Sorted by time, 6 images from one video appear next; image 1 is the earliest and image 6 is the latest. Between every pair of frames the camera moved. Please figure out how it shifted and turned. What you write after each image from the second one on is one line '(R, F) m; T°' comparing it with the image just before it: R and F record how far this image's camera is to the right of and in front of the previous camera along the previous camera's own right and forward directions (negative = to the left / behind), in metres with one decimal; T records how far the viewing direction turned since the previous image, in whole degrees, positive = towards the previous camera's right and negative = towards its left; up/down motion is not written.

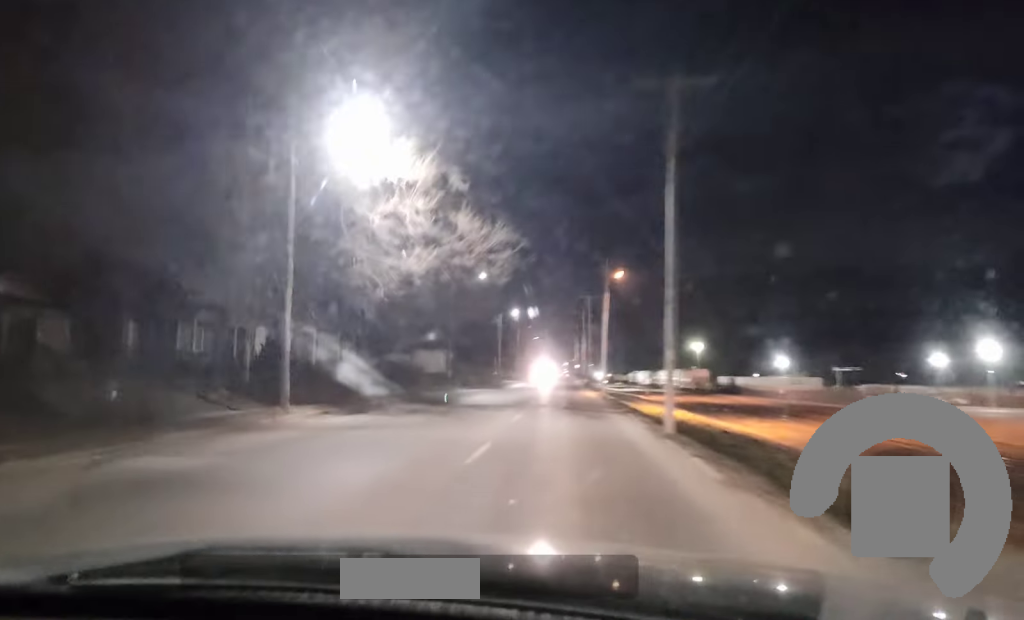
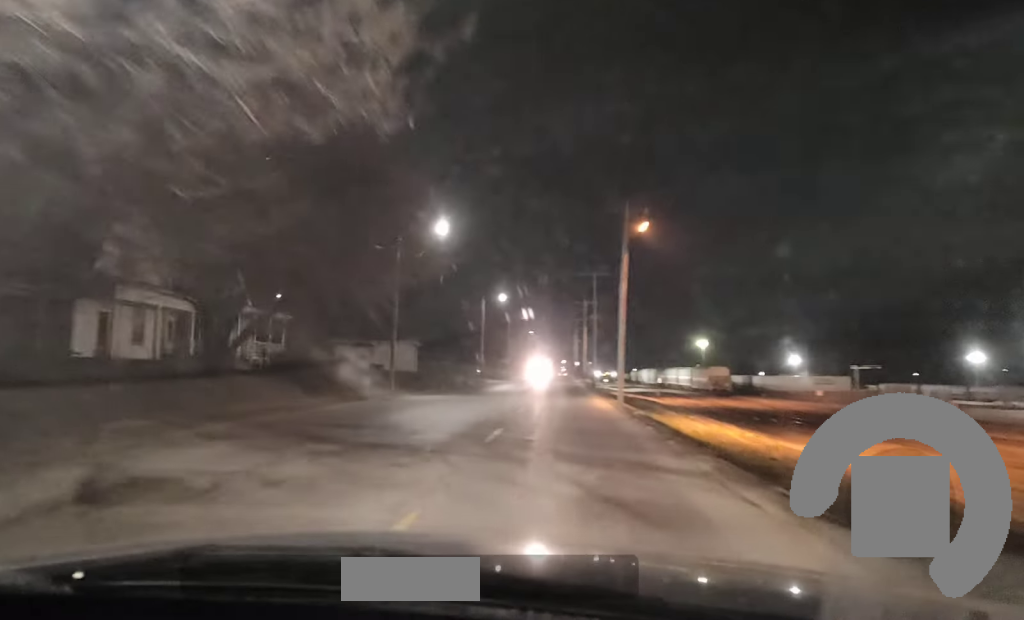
(-0.2, +21.0) m; -1°
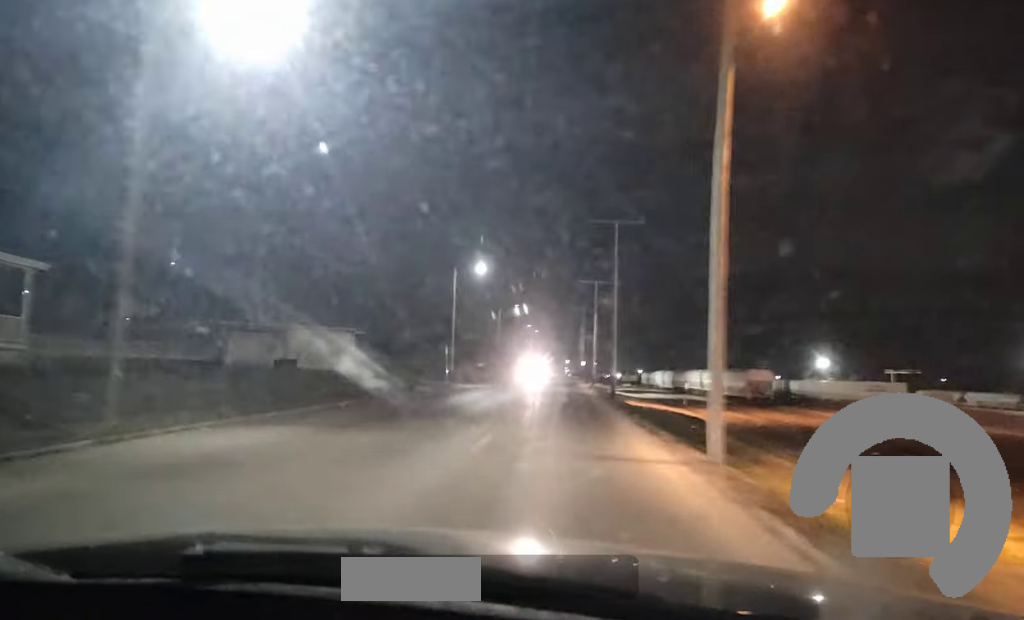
(+0.3, +26.4) m; 0°
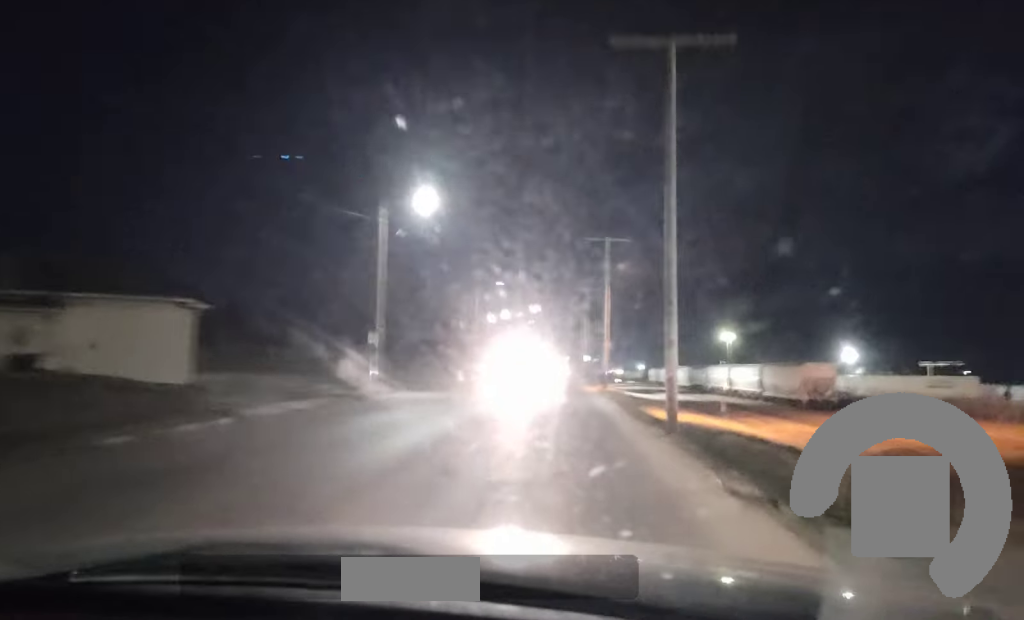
(-0.4, +26.1) m; 0°
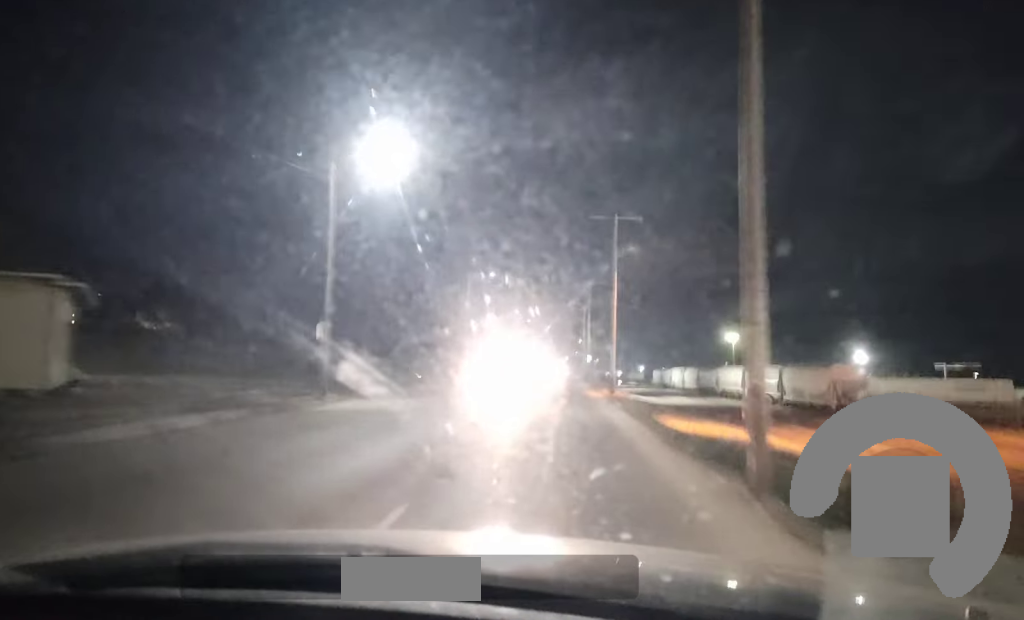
(+0.1, +8.9) m; 0°
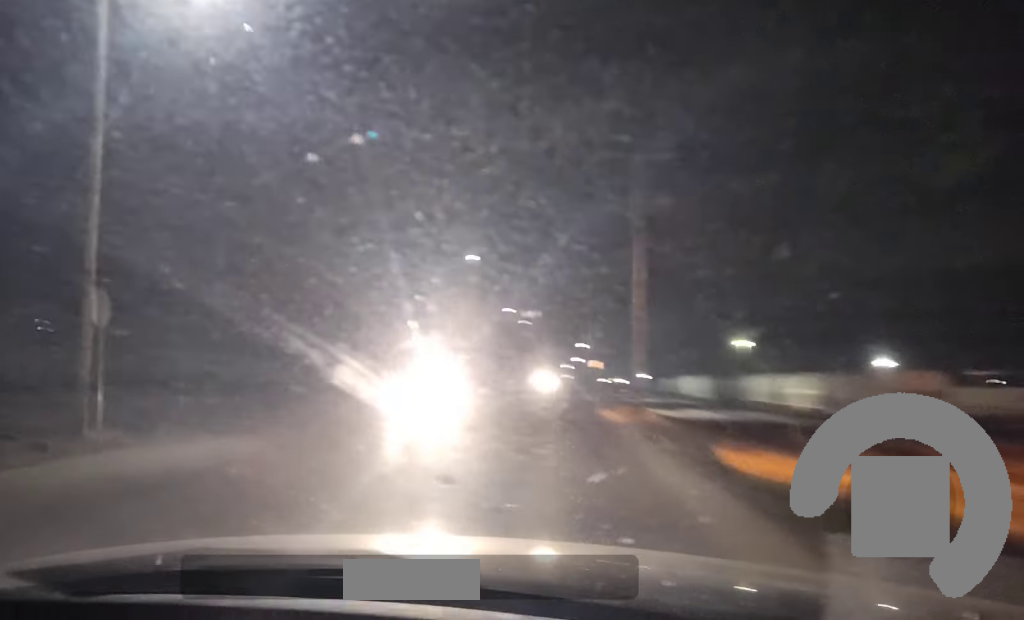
(-0.1, +15.1) m; -2°
